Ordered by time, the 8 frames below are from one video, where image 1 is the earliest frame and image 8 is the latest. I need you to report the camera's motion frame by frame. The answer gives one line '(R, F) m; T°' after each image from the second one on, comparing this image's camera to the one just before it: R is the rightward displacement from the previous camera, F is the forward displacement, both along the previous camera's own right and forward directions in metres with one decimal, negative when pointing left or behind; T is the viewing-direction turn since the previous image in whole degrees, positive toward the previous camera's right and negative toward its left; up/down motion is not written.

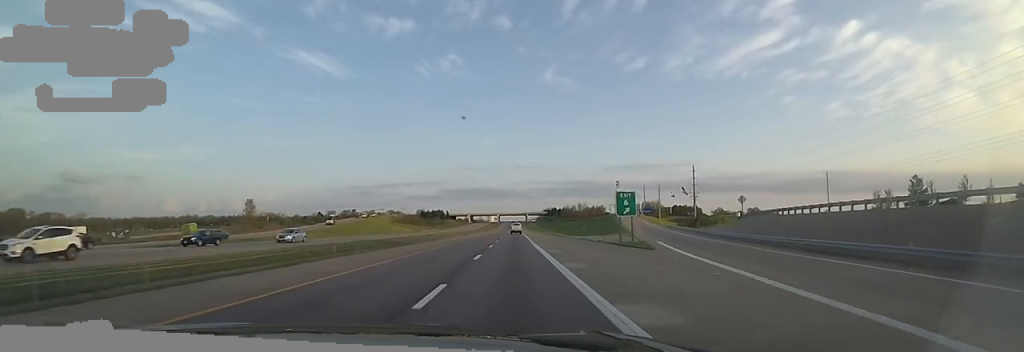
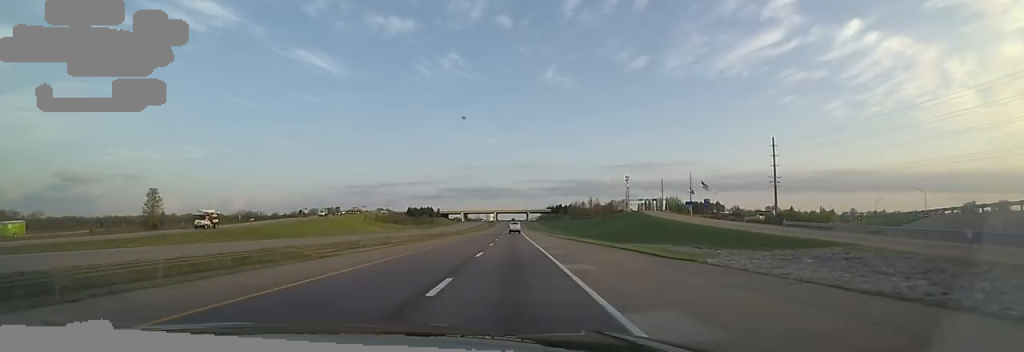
(-0.5, +47.7) m; -2°
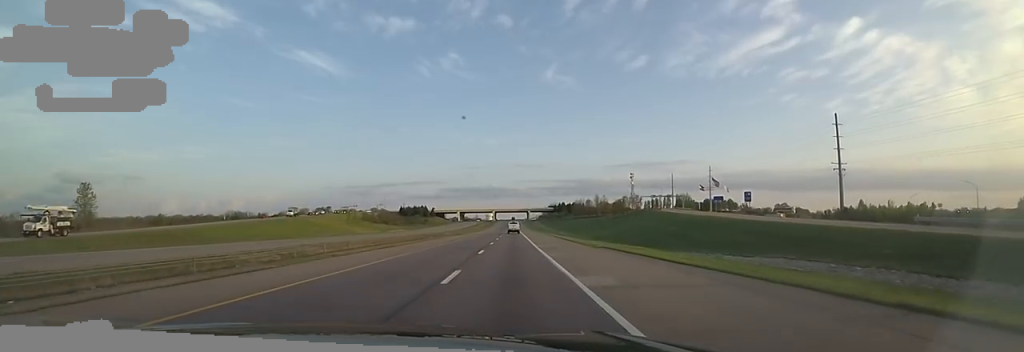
(-1.4, +22.7) m; +1°
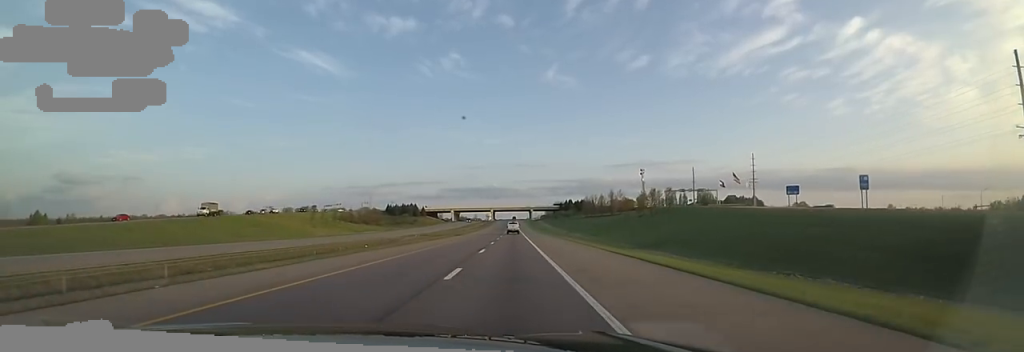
(+2.5, +36.5) m; +1°
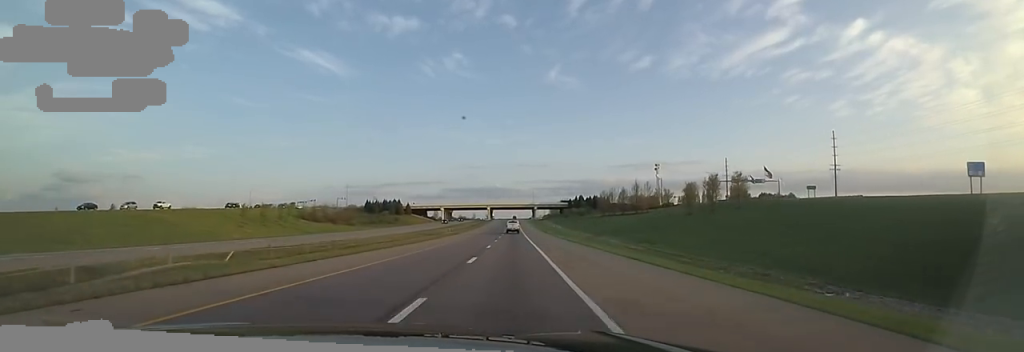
(-2.3, +42.9) m; -2°
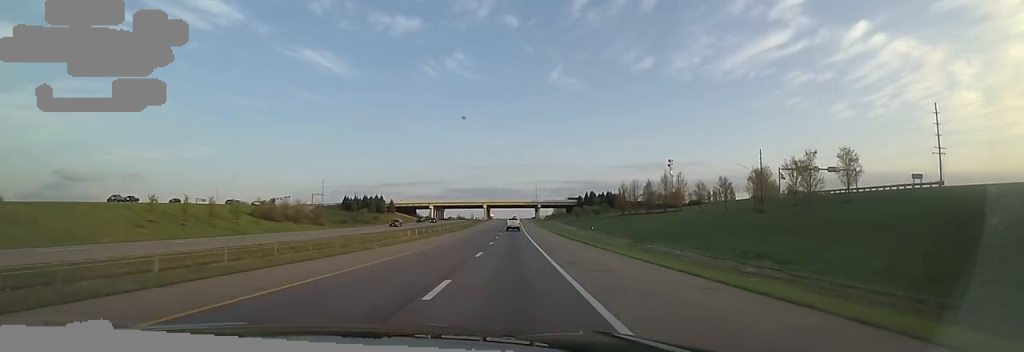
(+0.5, +32.5) m; +1°
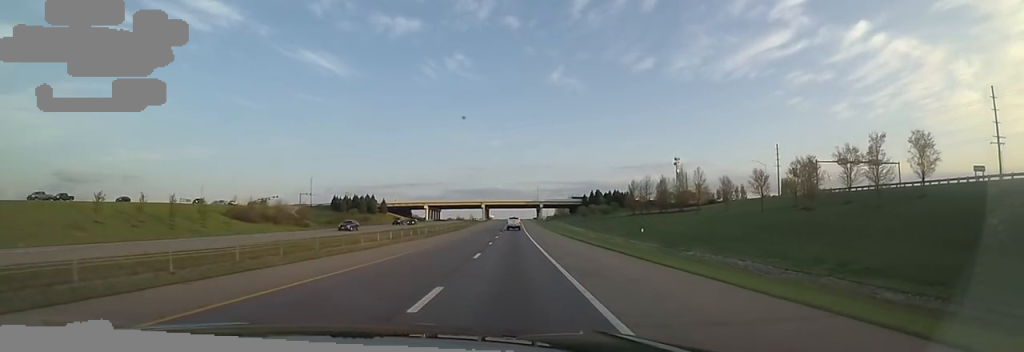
(+0.4, +13.0) m; 0°
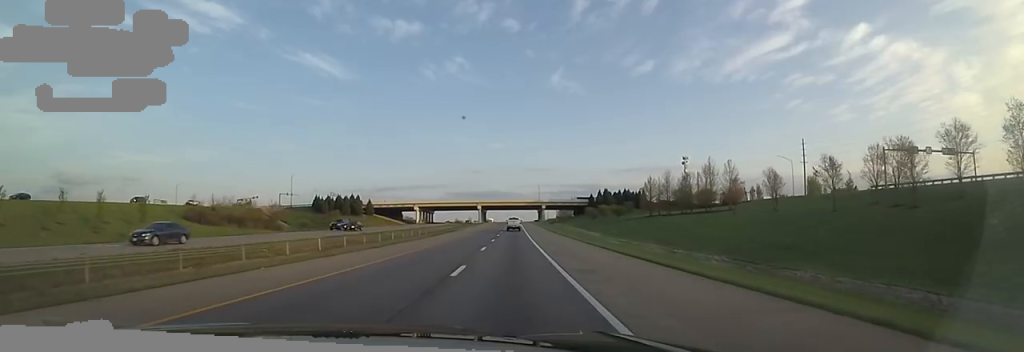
(-0.4, +17.9) m; -1°
